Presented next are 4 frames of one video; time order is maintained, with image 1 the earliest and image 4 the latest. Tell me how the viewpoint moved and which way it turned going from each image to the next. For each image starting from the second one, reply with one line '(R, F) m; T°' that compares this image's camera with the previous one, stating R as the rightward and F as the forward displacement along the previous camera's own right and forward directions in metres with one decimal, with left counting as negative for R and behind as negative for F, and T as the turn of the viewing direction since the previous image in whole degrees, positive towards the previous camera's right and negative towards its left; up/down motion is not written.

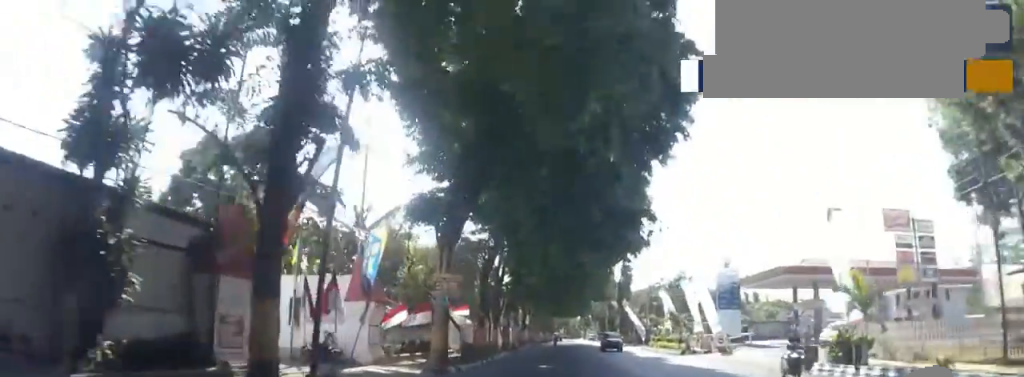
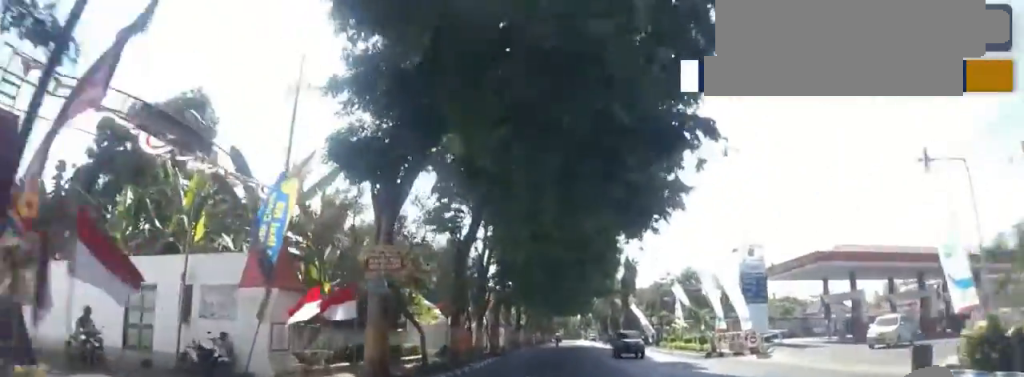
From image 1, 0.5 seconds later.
(0.0, +6.0) m; -1°
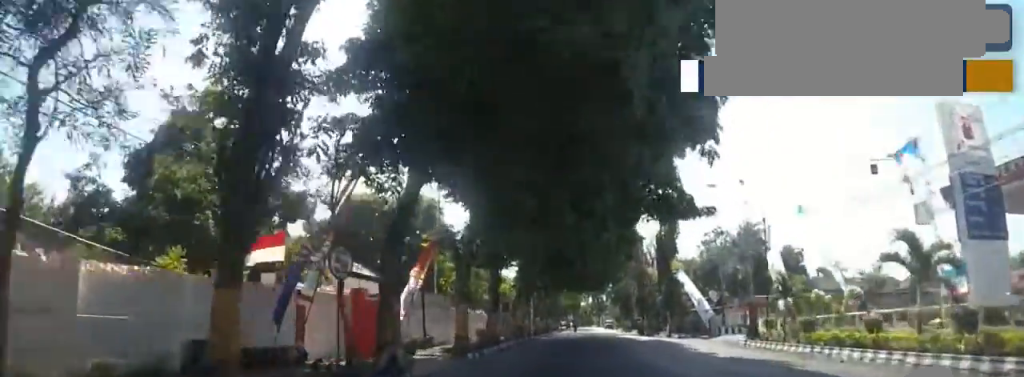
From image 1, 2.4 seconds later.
(-1.1, +21.7) m; -3°
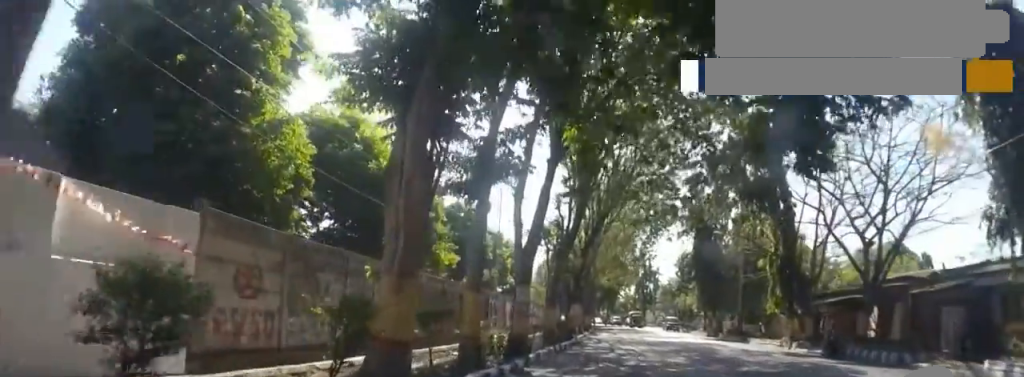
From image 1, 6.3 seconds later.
(-1.8, +35.8) m; -1°
